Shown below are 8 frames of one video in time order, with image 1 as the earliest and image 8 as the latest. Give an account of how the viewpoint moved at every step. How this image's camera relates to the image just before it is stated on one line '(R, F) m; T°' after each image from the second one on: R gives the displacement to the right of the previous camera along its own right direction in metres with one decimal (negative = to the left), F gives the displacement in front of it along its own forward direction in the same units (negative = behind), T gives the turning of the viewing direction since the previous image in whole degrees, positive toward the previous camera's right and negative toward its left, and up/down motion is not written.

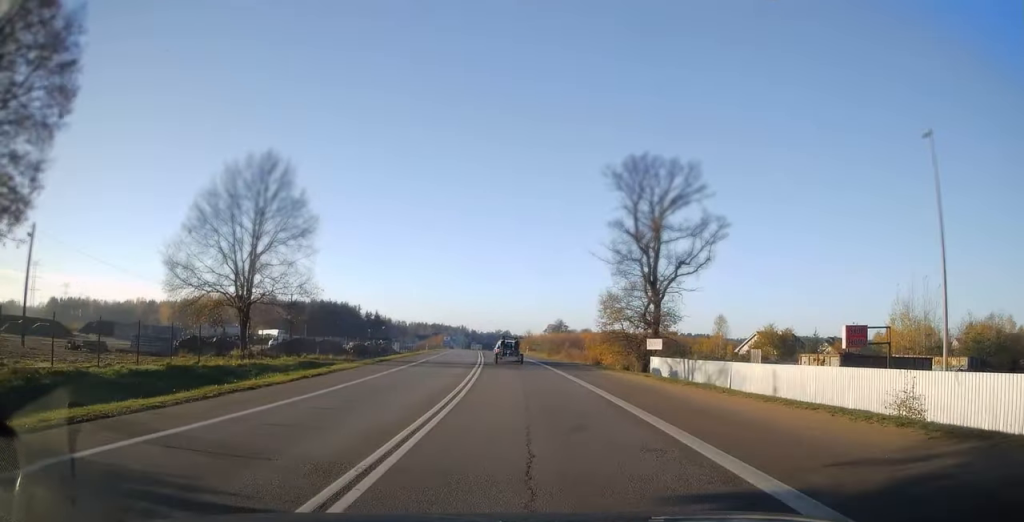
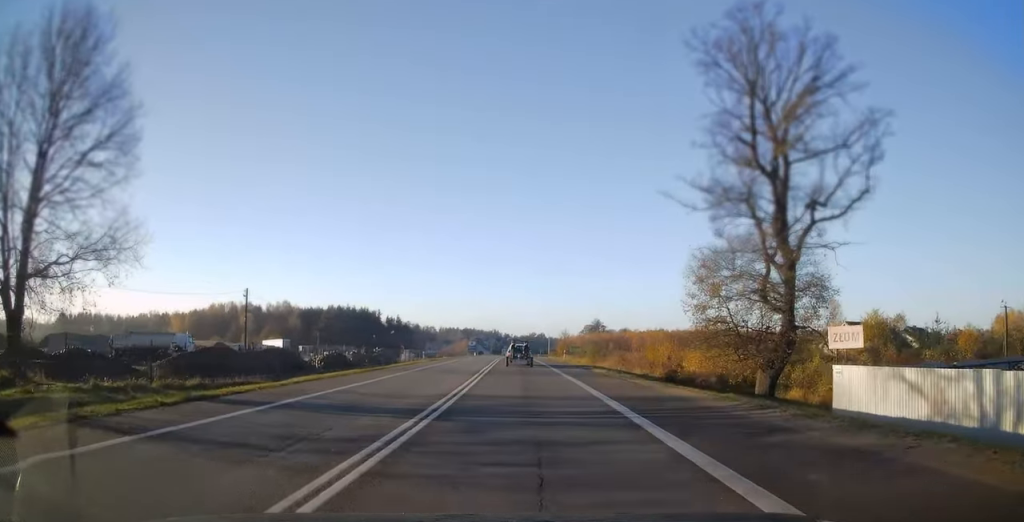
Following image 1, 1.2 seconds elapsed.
(-0.4, +22.9) m; -3°
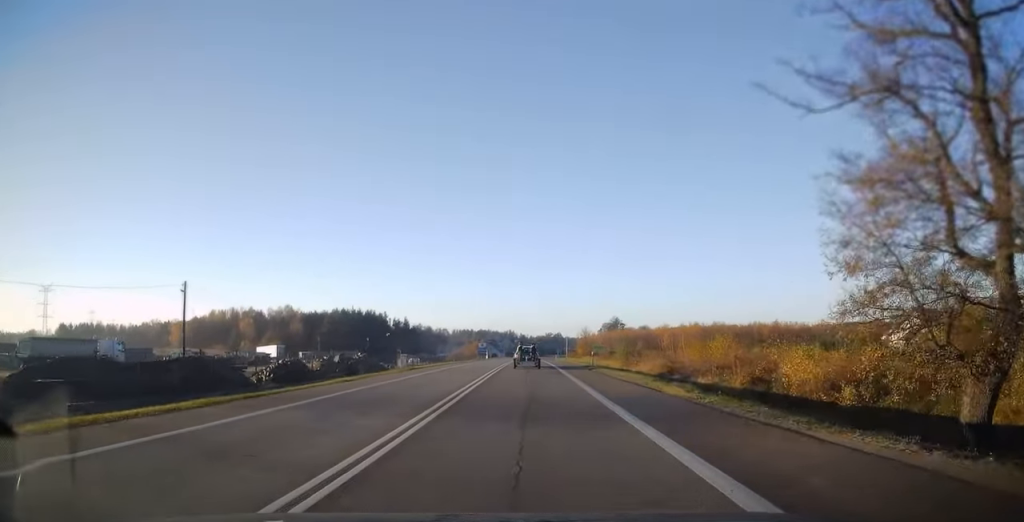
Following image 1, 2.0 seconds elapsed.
(-0.4, +15.1) m; -2°
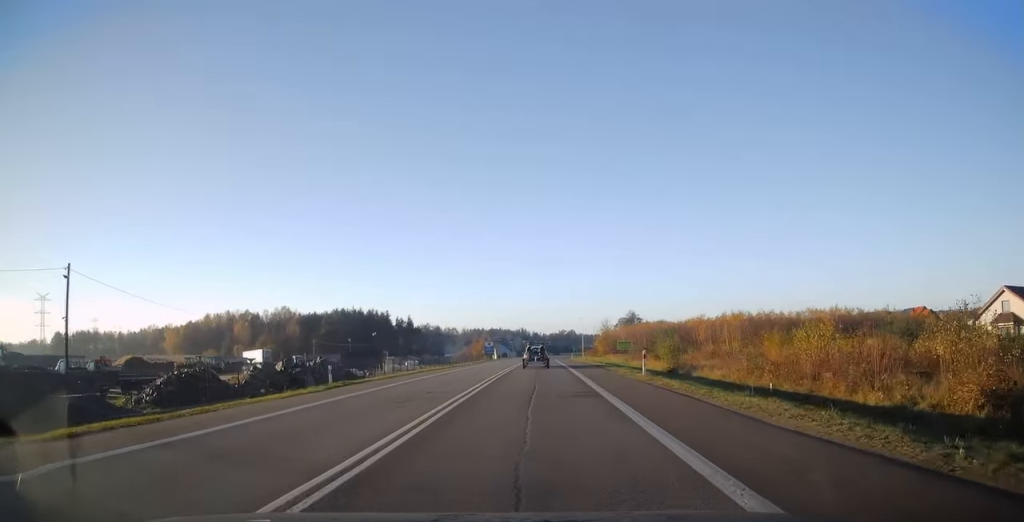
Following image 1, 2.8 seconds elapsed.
(0.0, +16.4) m; 0°
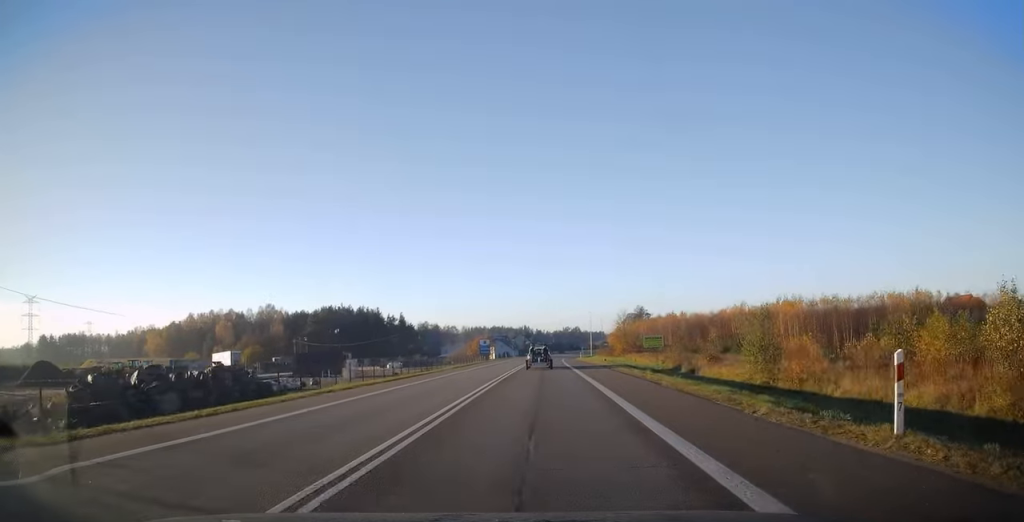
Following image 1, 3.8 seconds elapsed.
(-0.1, +17.9) m; -1°
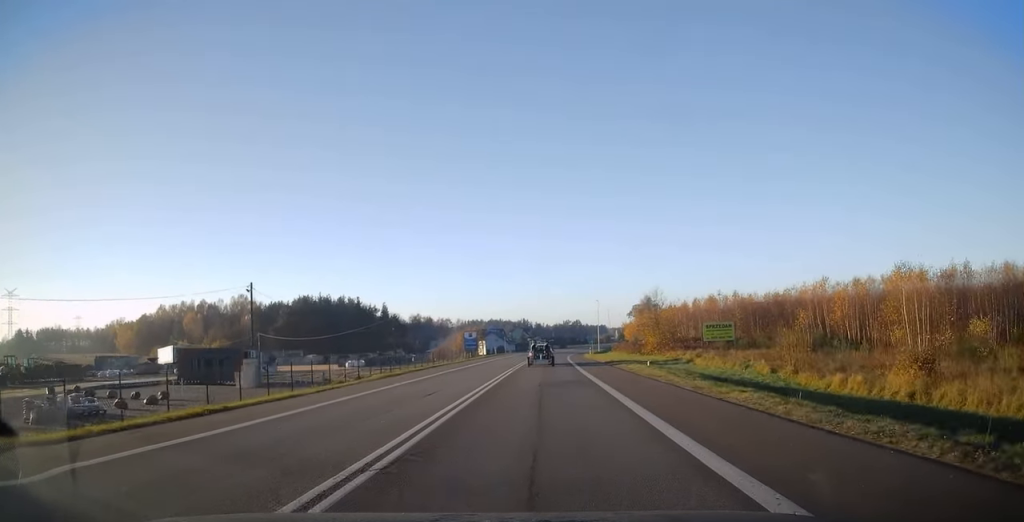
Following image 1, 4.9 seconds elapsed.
(-0.2, +22.8) m; 0°
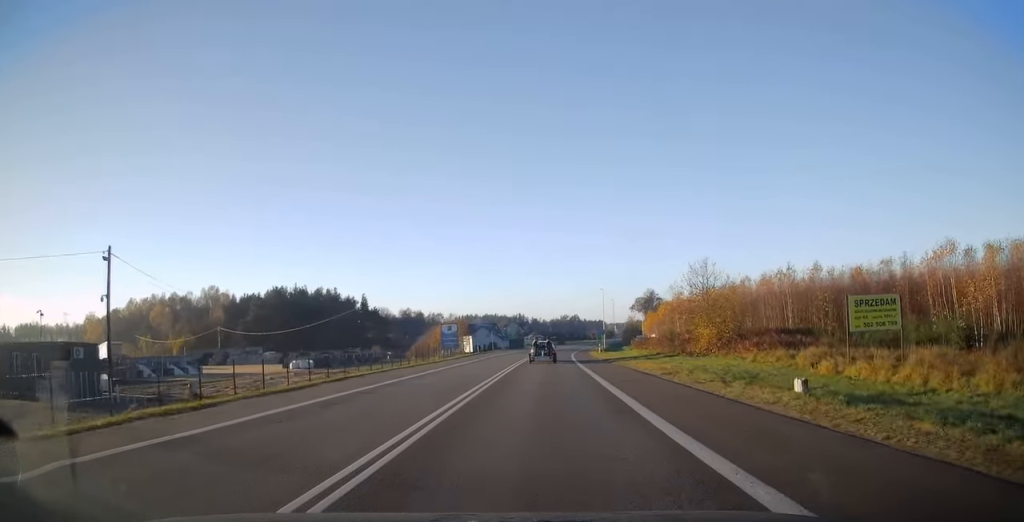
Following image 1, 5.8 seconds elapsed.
(+0.3, +18.7) m; 0°
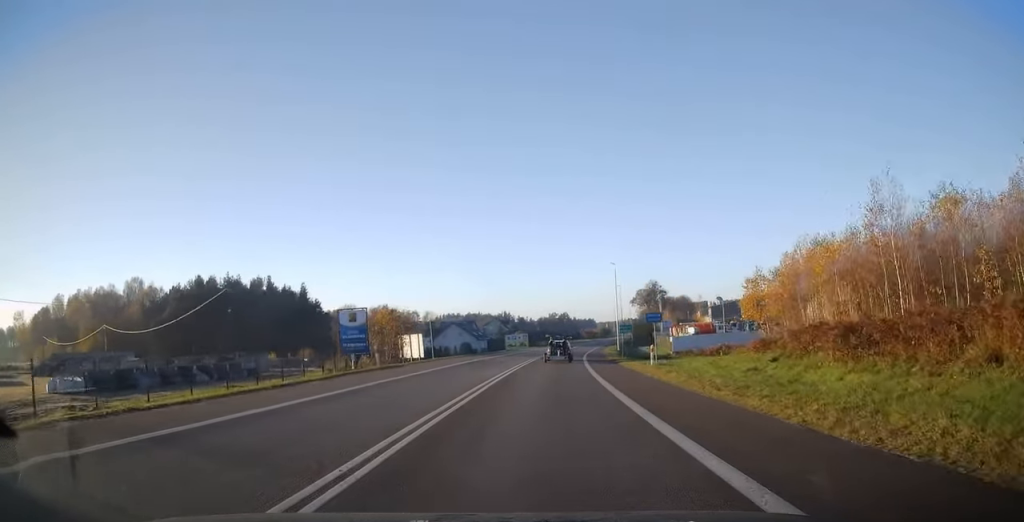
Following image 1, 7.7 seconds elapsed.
(0.0, +37.2) m; +2°
